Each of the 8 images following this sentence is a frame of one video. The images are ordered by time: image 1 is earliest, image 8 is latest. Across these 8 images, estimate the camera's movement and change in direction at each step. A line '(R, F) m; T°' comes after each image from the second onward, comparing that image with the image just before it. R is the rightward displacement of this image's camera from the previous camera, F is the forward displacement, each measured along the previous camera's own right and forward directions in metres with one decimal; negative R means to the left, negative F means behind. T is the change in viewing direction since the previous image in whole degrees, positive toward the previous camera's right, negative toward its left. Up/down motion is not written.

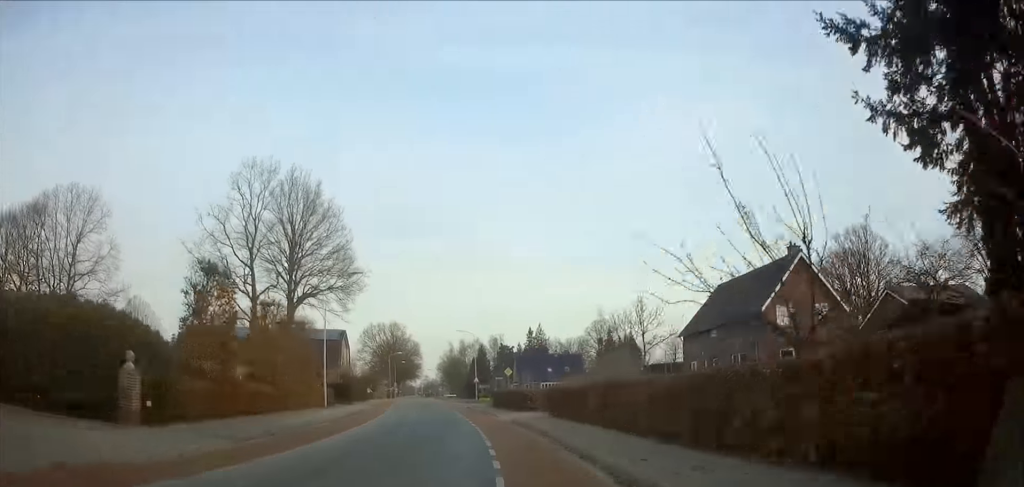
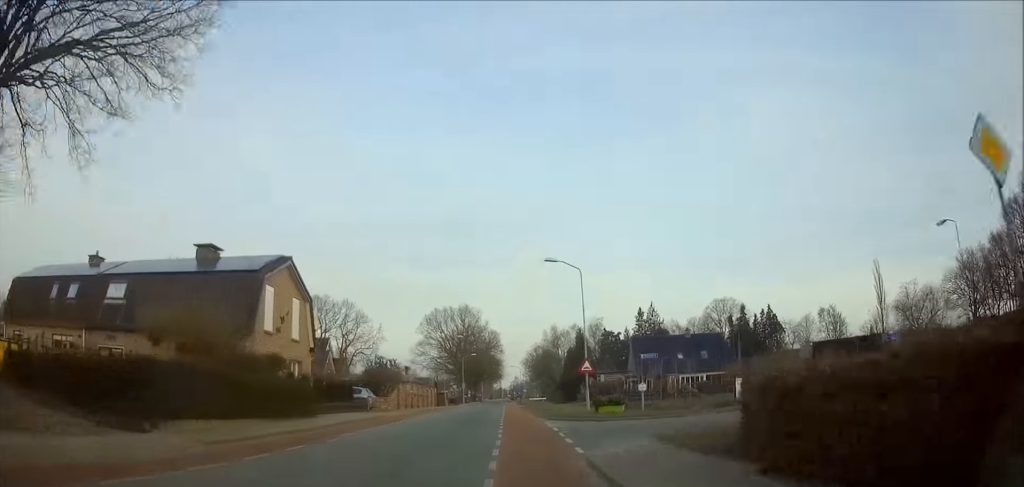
(-1.4, +35.5) m; -4°
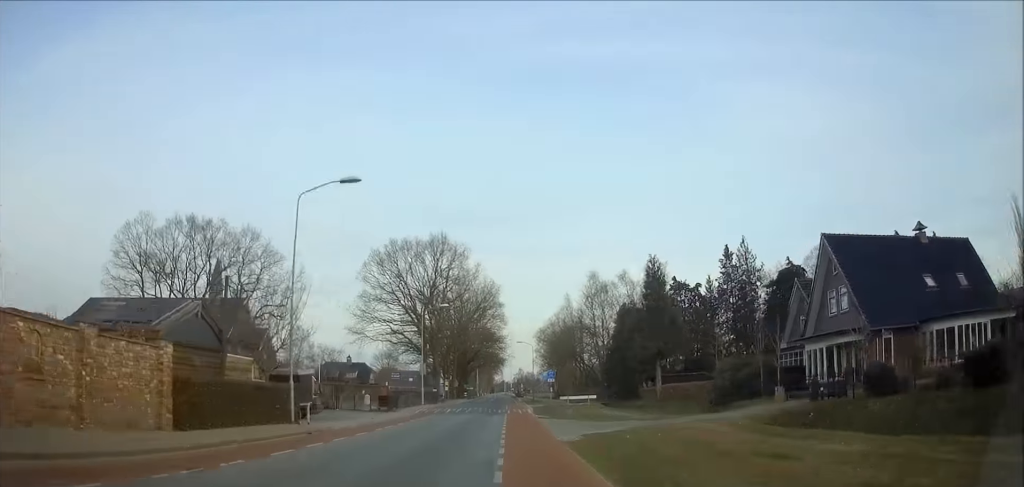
(-1.5, +48.3) m; -2°
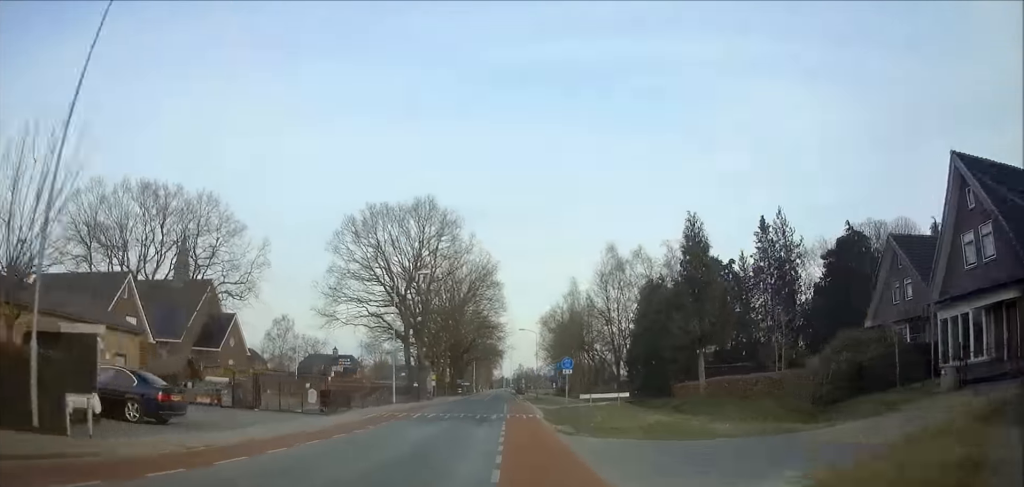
(0.0, +11.8) m; 0°
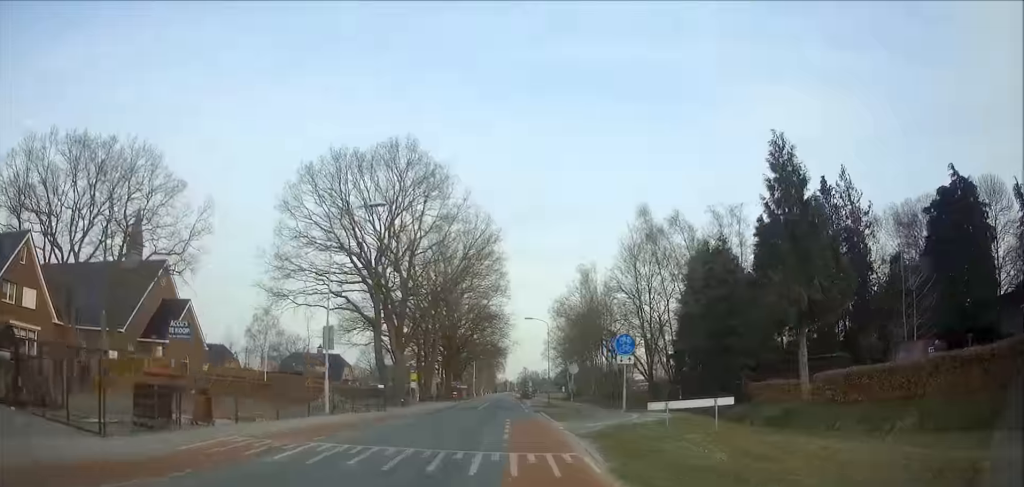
(0.0, +15.3) m; 0°
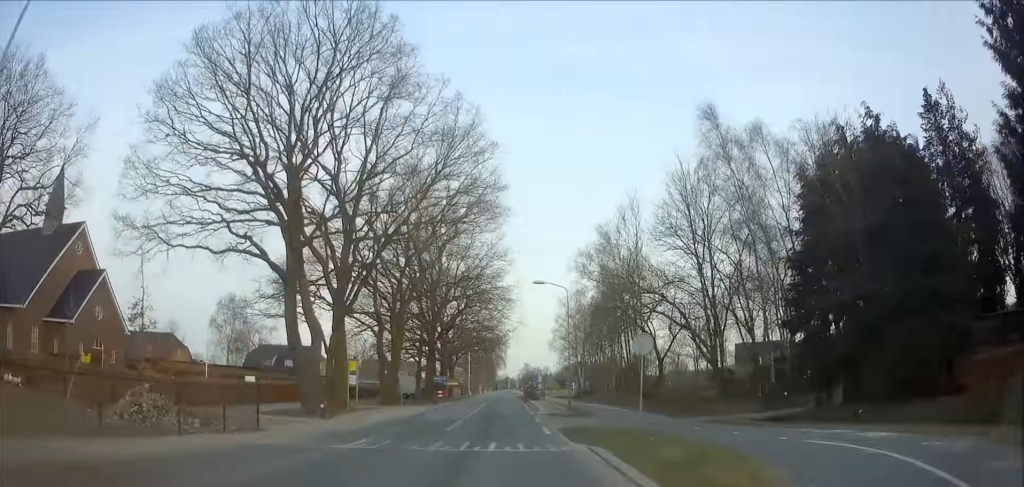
(+0.1, +19.7) m; 0°
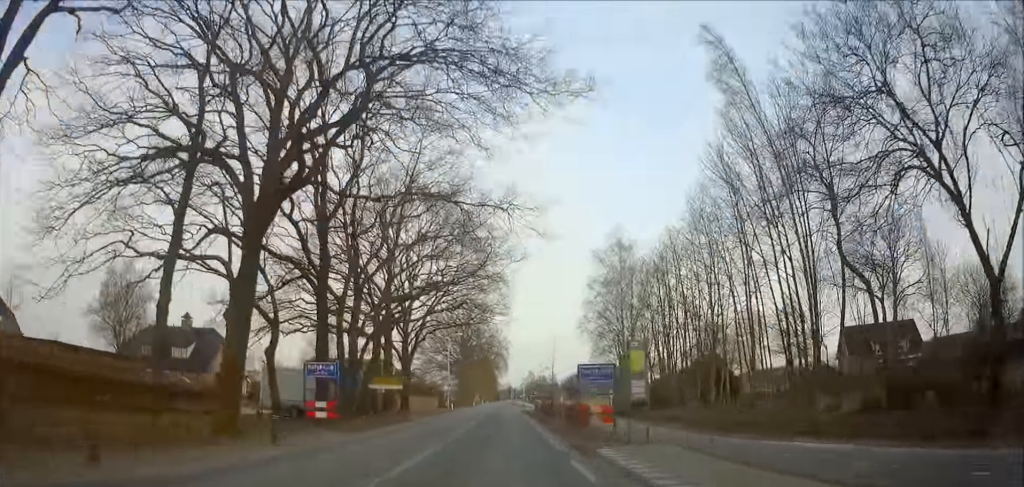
(-0.3, +43.2) m; -1°
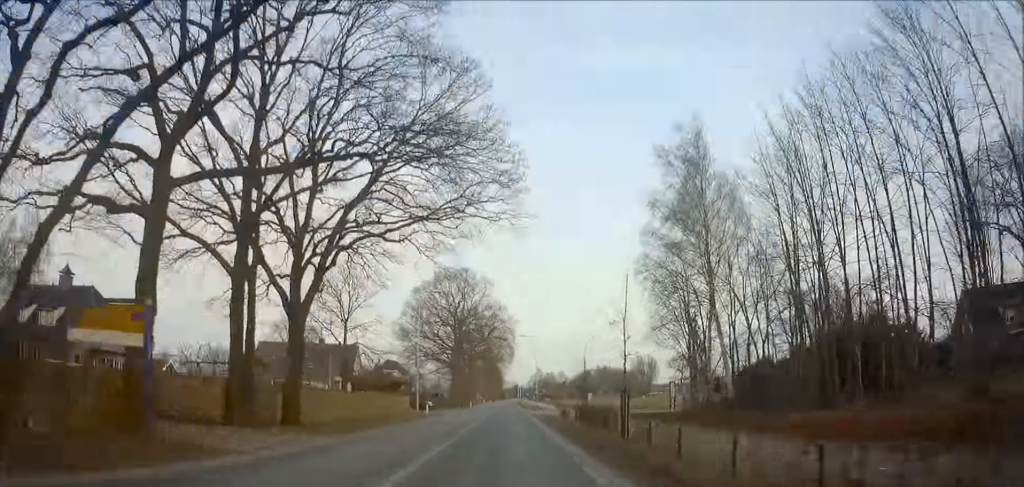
(-0.1, +25.4) m; 0°
